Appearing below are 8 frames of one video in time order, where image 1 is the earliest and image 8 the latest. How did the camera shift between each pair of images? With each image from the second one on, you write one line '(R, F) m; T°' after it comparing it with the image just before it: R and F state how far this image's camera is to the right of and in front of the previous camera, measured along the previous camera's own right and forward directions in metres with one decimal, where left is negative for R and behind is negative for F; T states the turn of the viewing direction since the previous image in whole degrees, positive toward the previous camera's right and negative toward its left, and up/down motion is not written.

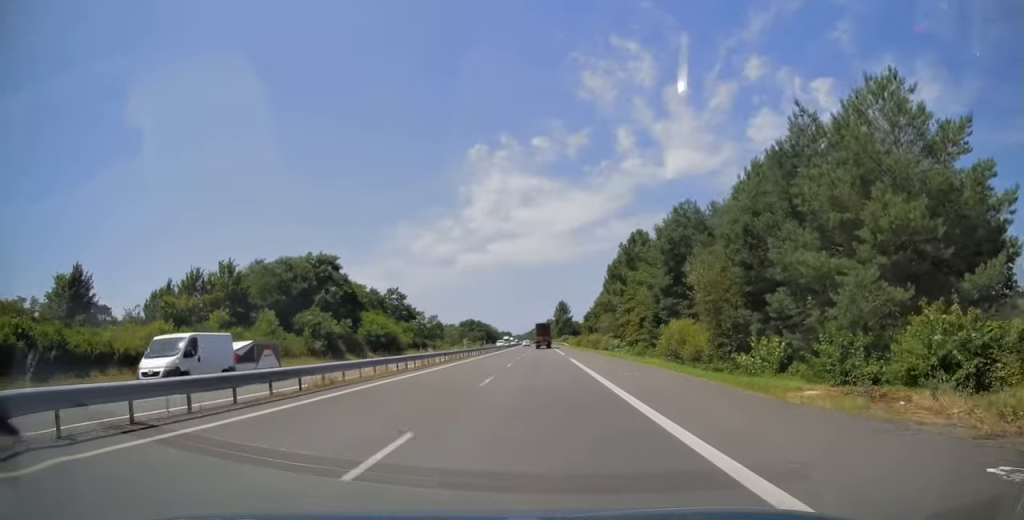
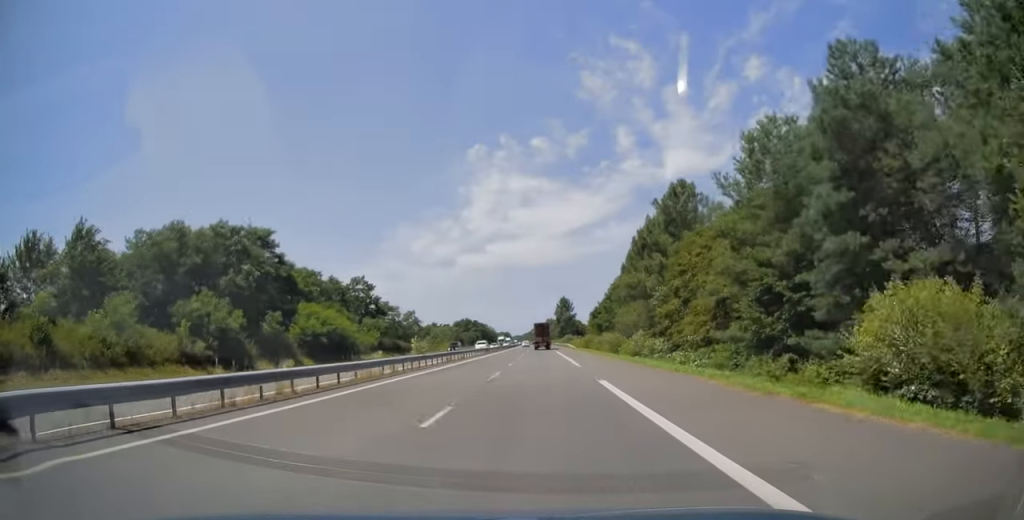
(-0.1, +10.8) m; -1°
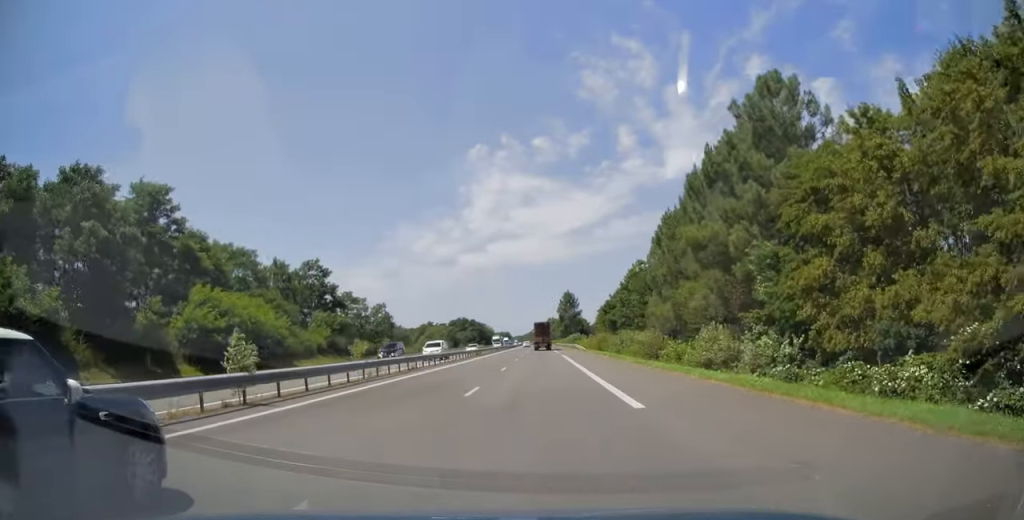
(0.0, +11.6) m; 0°
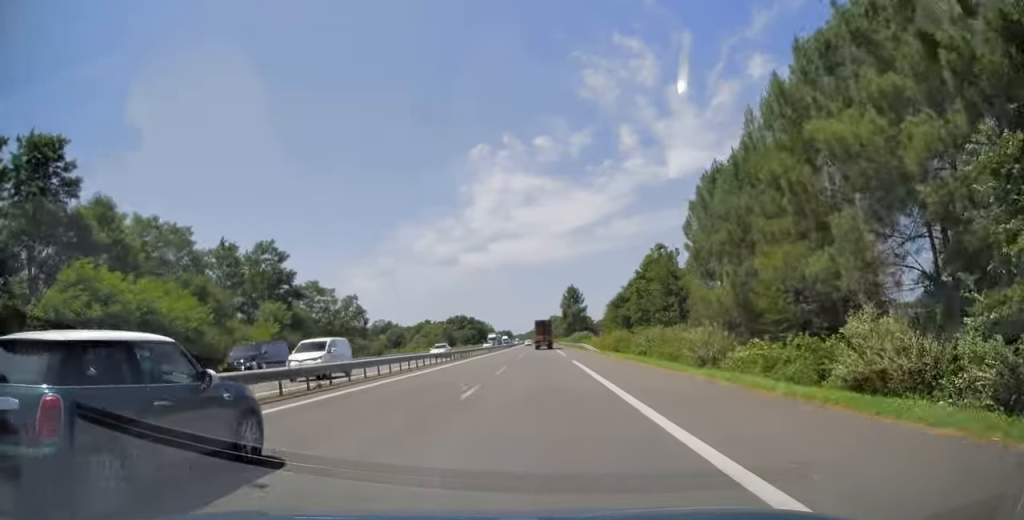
(0.0, +7.6) m; 0°
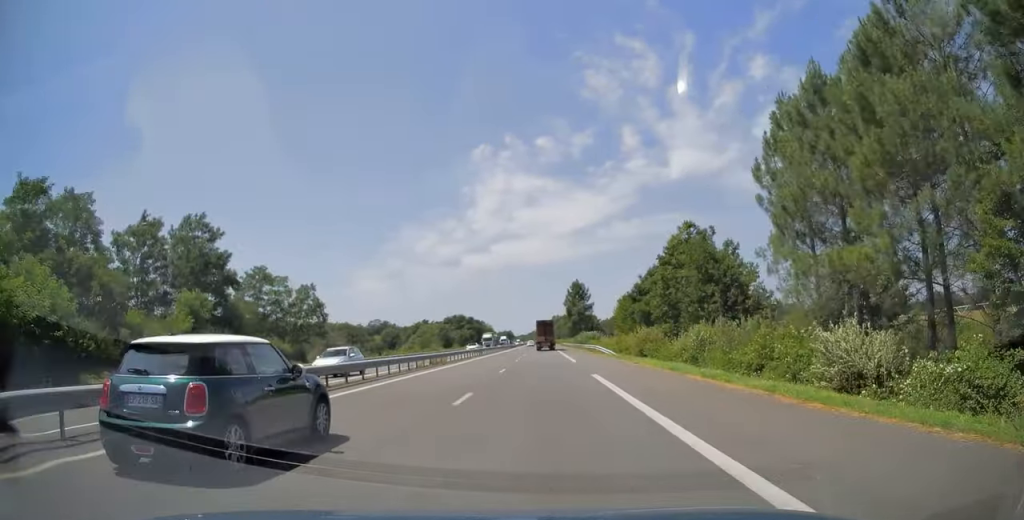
(+0.1, +7.8) m; 0°
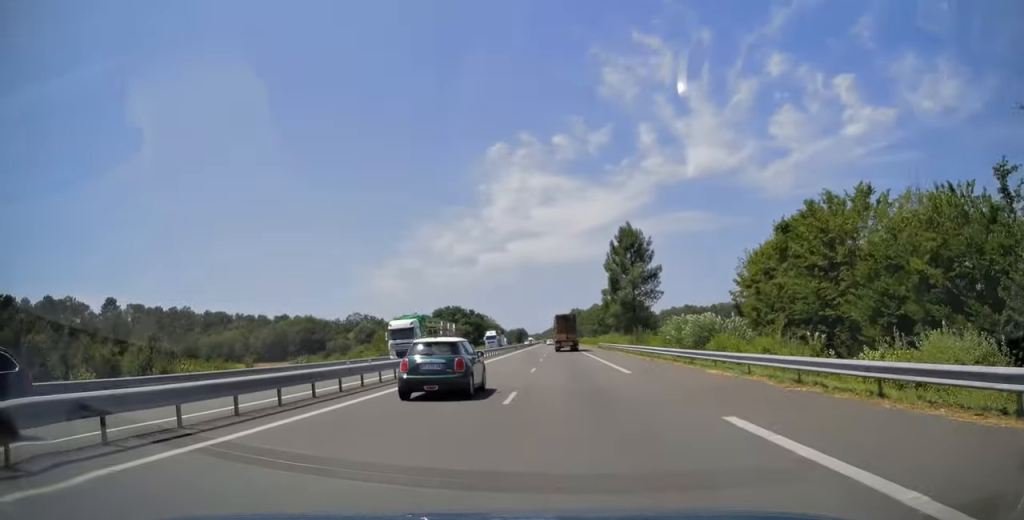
(-0.5, +64.5) m; -1°
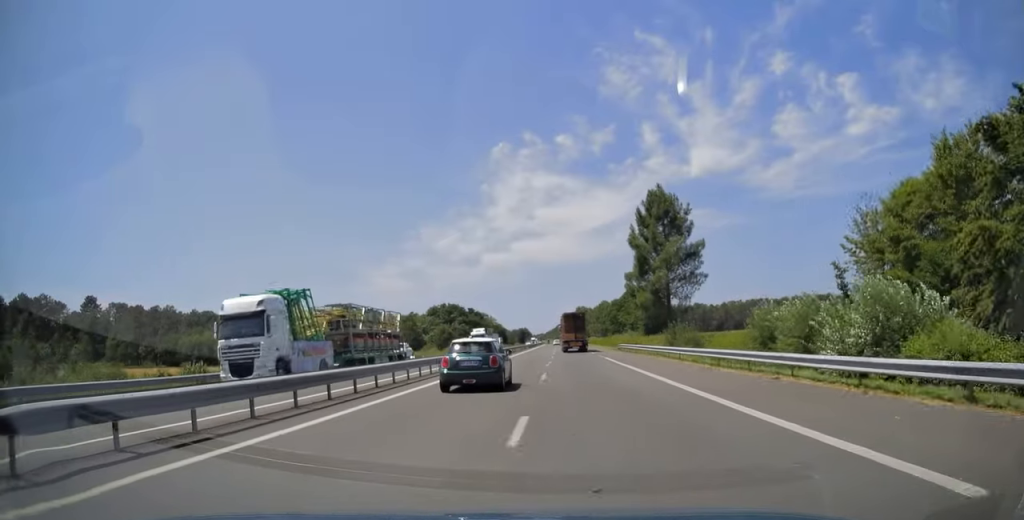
(-0.1, +21.9) m; 0°
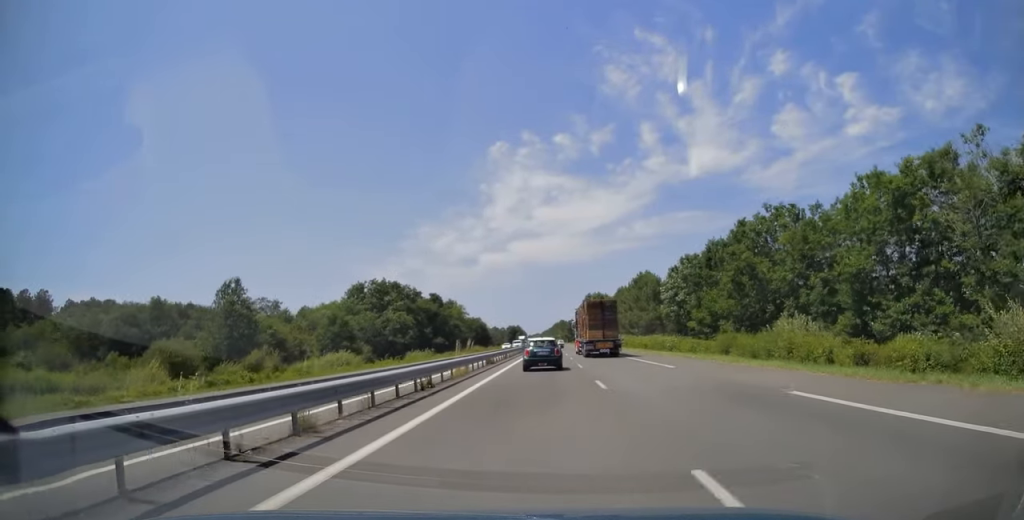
(-1.0, +93.4) m; 0°
